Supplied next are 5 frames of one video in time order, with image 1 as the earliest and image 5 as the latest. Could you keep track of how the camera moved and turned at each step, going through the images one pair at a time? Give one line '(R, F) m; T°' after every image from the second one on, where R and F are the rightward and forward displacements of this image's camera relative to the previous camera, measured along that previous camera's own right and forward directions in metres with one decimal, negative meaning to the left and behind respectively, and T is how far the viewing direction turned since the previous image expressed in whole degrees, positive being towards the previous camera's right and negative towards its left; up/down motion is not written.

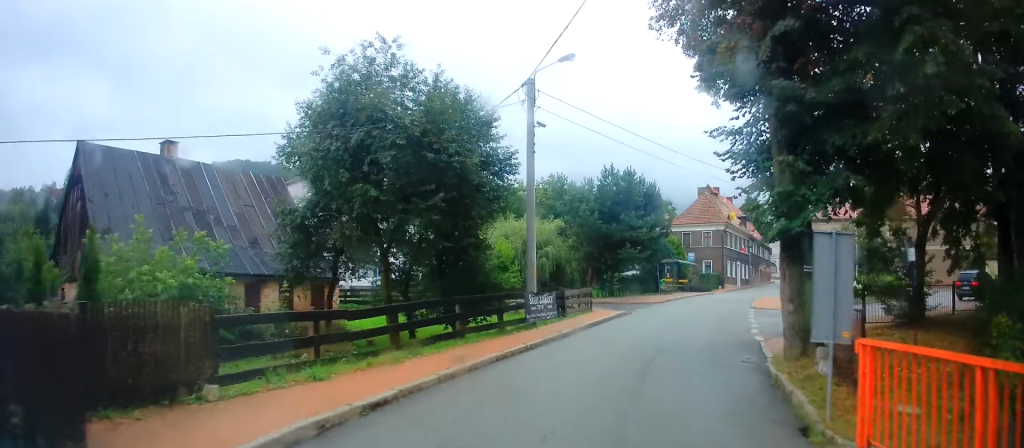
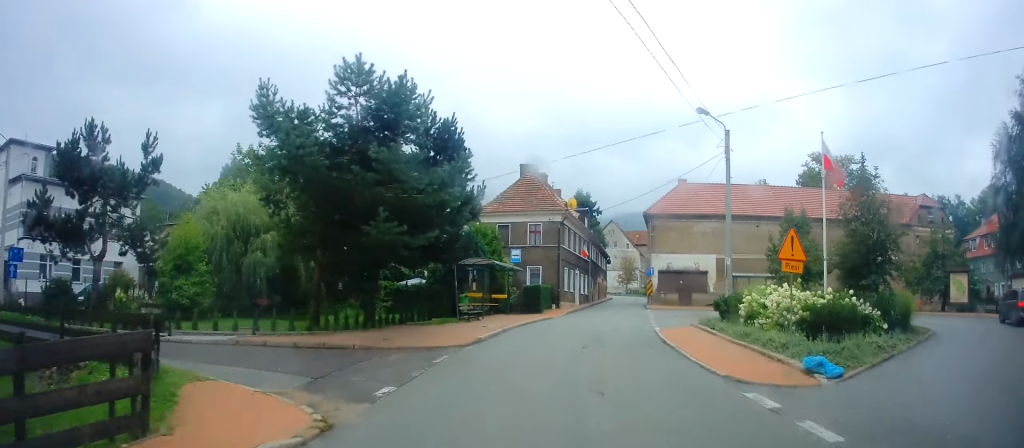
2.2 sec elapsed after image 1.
(+2.1, +19.0) m; +13°
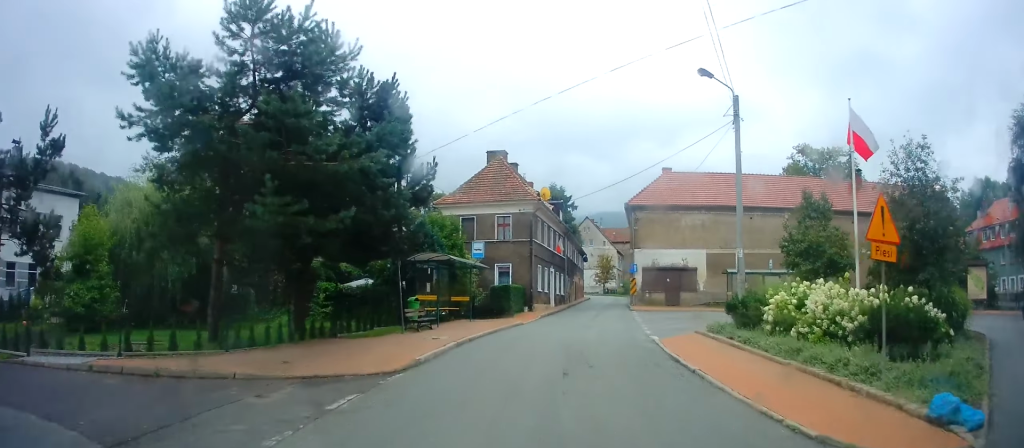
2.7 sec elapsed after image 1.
(+0.3, +4.5) m; +4°
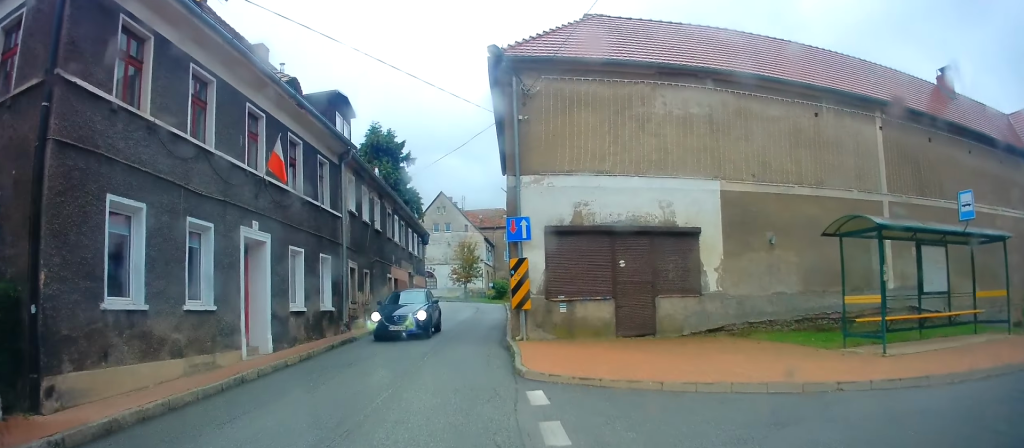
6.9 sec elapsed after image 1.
(+5.2, +29.2) m; +13°
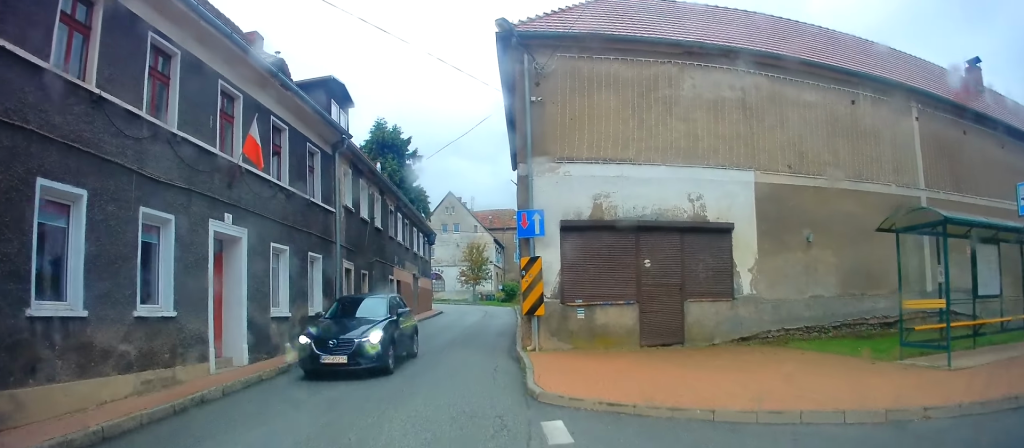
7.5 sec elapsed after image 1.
(0.0, +2.1) m; -1°
